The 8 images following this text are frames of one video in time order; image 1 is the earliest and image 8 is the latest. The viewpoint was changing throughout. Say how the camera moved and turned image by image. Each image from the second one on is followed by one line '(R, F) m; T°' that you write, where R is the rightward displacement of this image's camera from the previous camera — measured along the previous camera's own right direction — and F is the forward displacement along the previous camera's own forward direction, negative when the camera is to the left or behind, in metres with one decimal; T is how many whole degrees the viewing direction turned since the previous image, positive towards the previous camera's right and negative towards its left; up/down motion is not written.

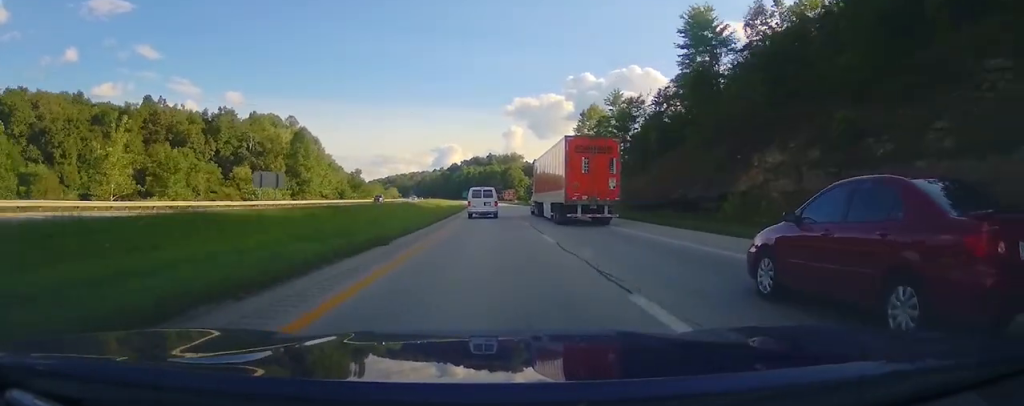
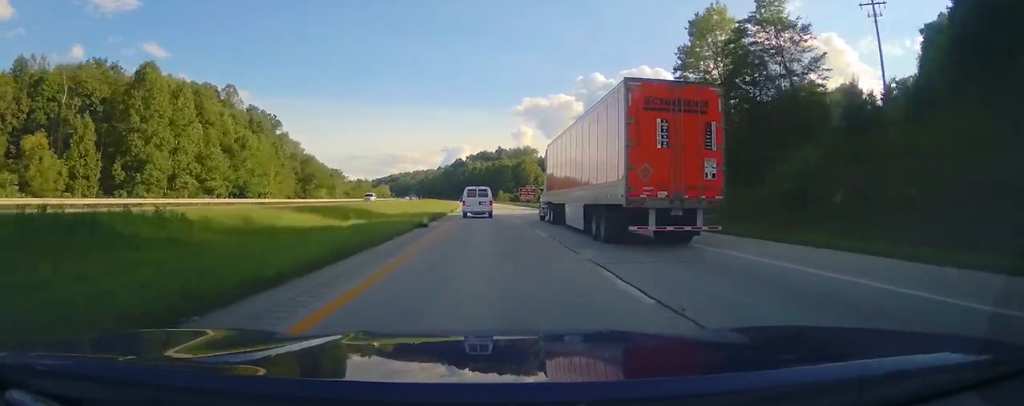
(-0.9, +58.8) m; -2°
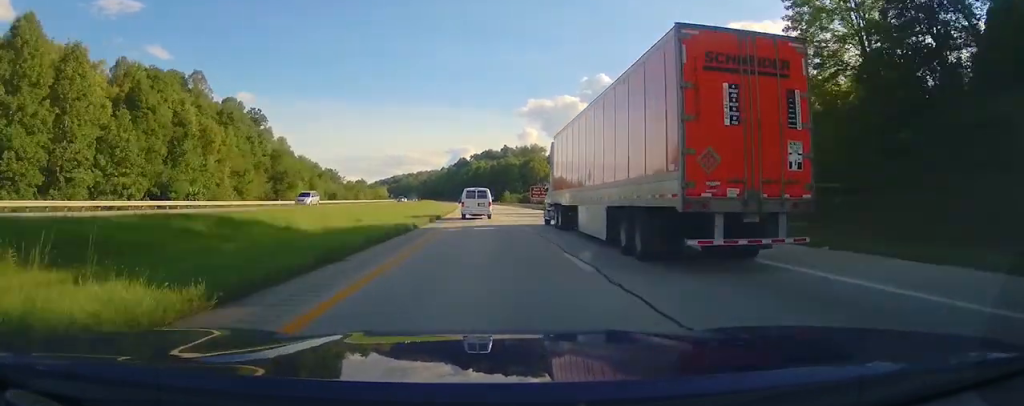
(0.0, +21.4) m; 0°
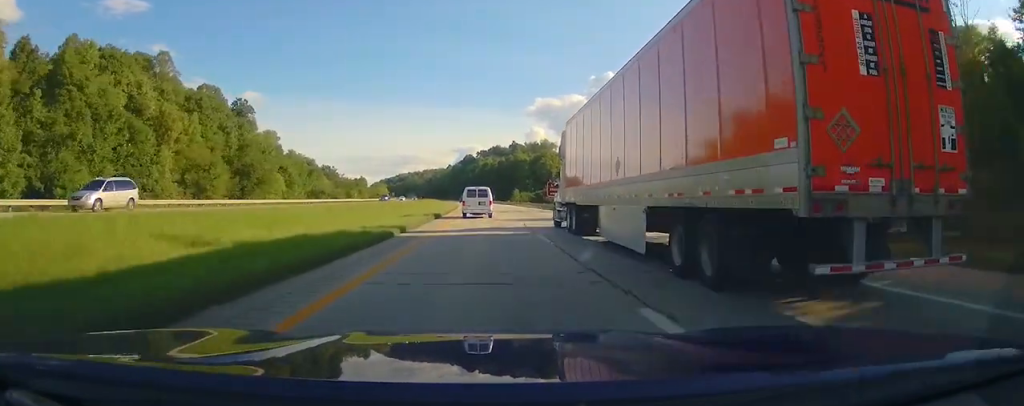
(0.0, +19.2) m; 0°
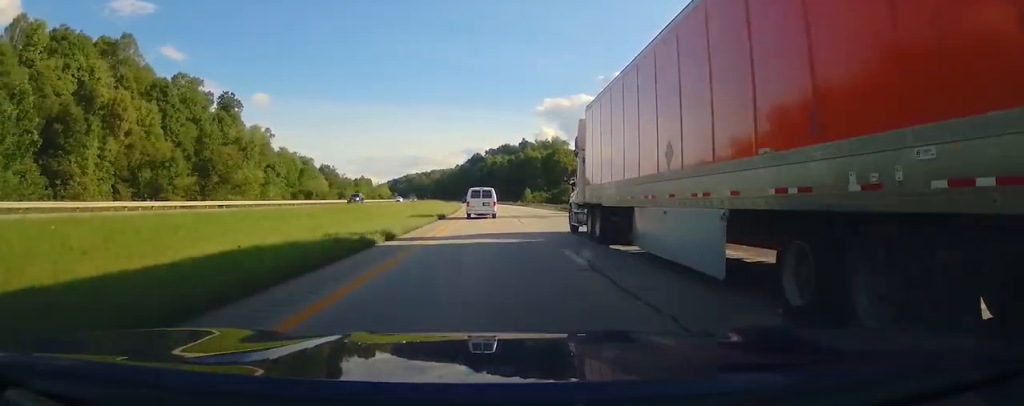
(0.0, +17.1) m; 0°
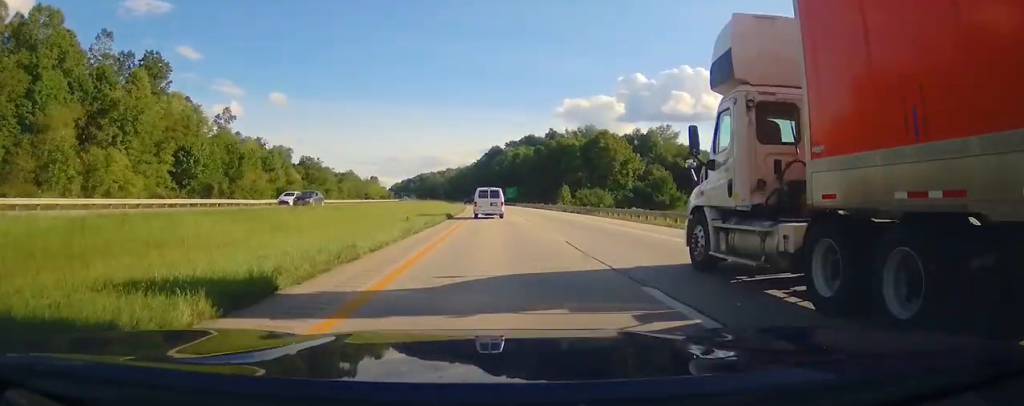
(-0.4, +55.7) m; -2°
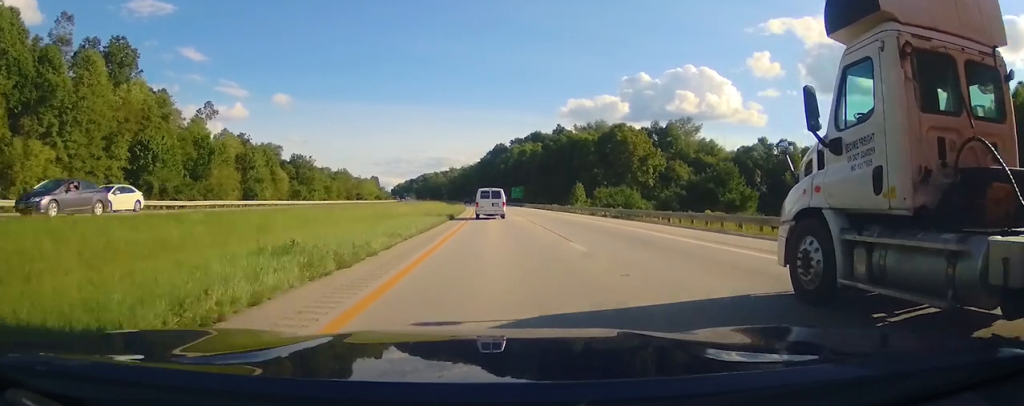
(-0.1, +16.1) m; -1°
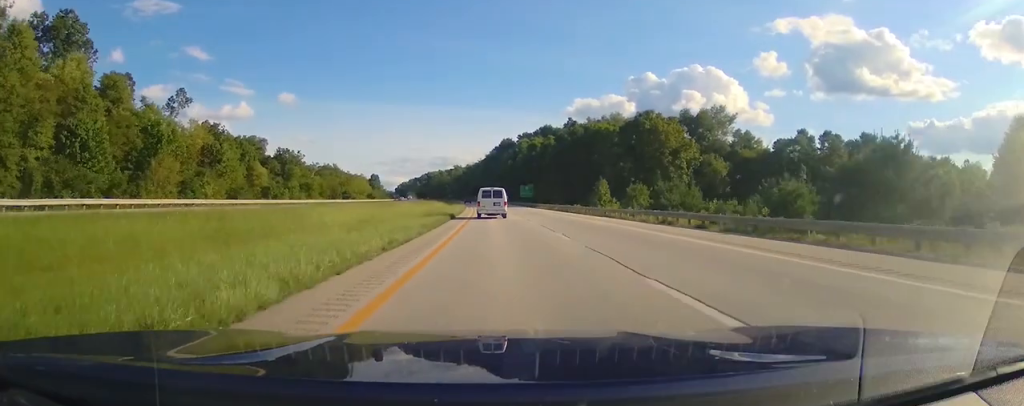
(-0.2, +20.7) m; -1°
